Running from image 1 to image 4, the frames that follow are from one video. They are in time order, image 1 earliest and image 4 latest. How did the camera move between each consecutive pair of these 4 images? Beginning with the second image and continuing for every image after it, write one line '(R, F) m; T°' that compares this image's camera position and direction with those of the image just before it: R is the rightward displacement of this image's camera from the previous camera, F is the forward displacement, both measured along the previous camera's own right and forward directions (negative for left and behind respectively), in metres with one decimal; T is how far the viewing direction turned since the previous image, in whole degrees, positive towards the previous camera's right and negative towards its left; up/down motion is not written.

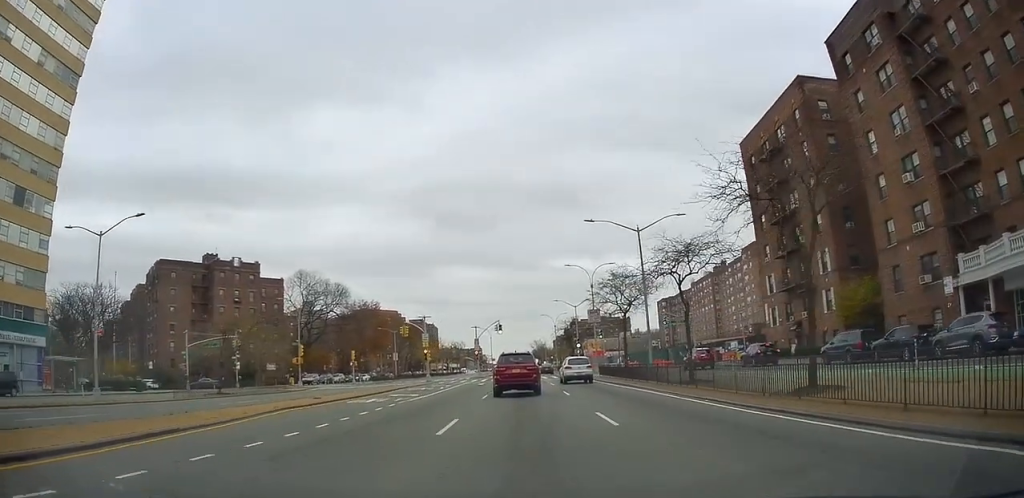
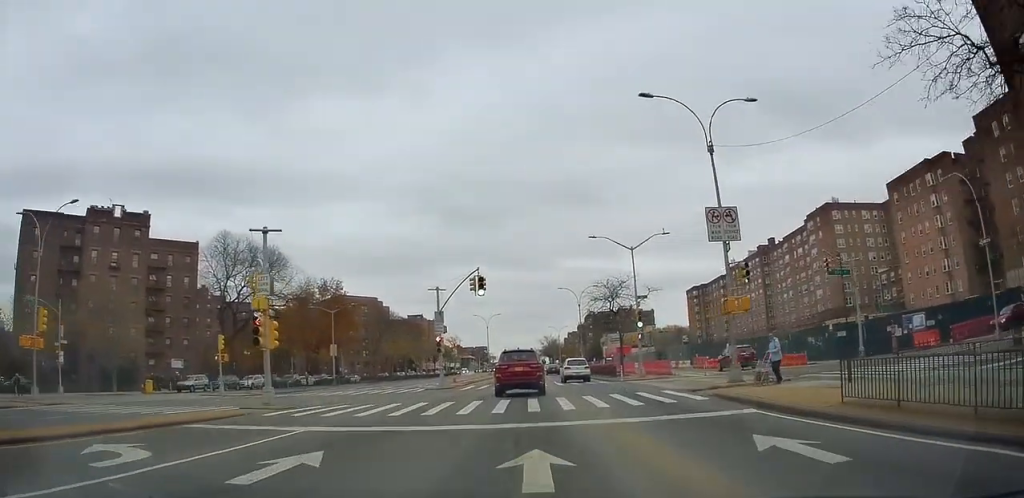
(+0.6, +35.9) m; +1°
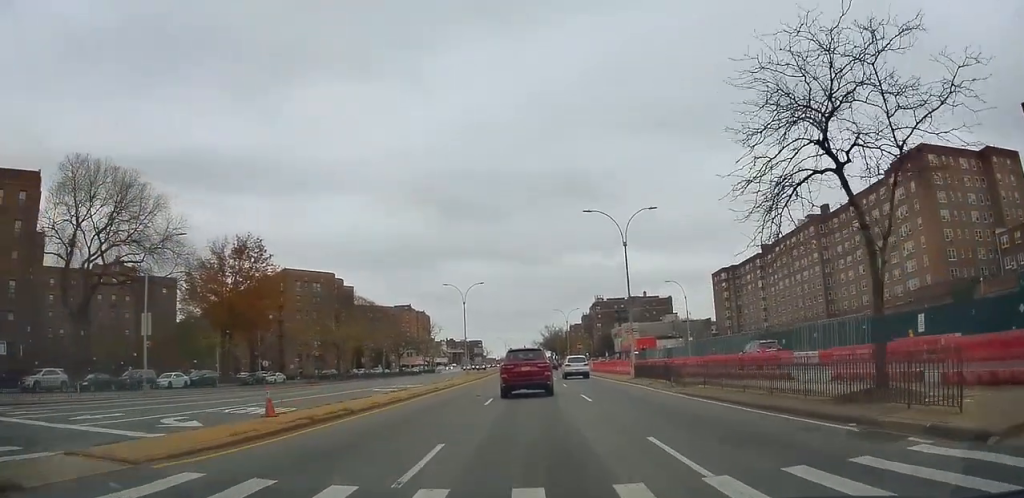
(-0.8, +33.7) m; -1°
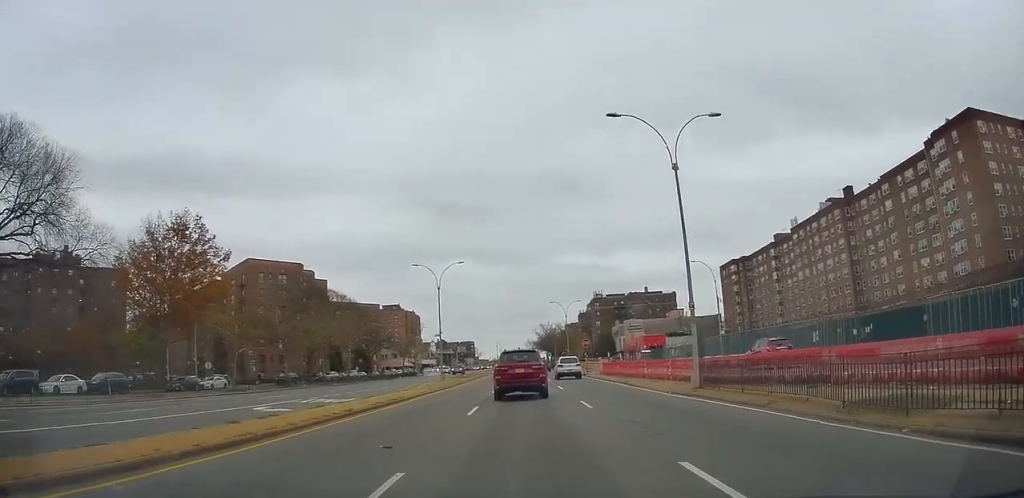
(+0.2, +14.7) m; 0°
